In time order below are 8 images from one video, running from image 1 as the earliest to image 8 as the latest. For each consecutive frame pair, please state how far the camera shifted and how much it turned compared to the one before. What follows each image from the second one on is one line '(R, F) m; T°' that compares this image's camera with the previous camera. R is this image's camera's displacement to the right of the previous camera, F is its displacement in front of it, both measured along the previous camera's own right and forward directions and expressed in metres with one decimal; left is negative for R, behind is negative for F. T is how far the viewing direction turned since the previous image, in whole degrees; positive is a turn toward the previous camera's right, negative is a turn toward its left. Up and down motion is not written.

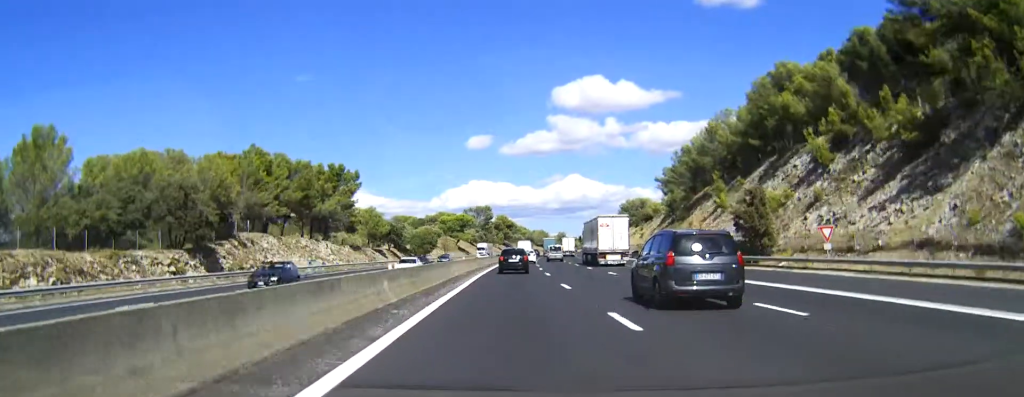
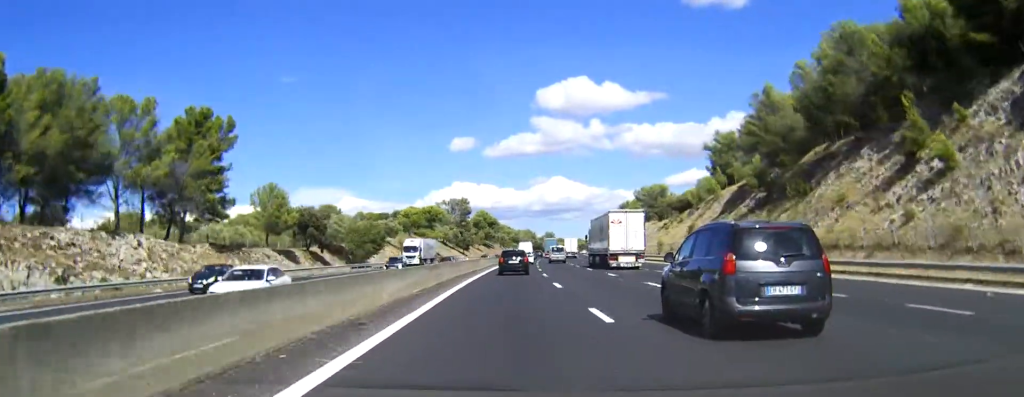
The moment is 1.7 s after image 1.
(+0.7, +52.3) m; +1°
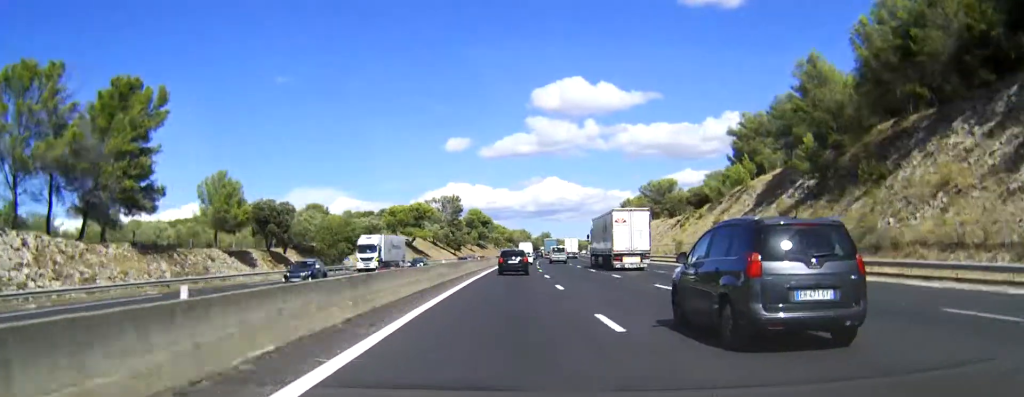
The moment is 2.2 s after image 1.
(+0.1, +14.9) m; 0°
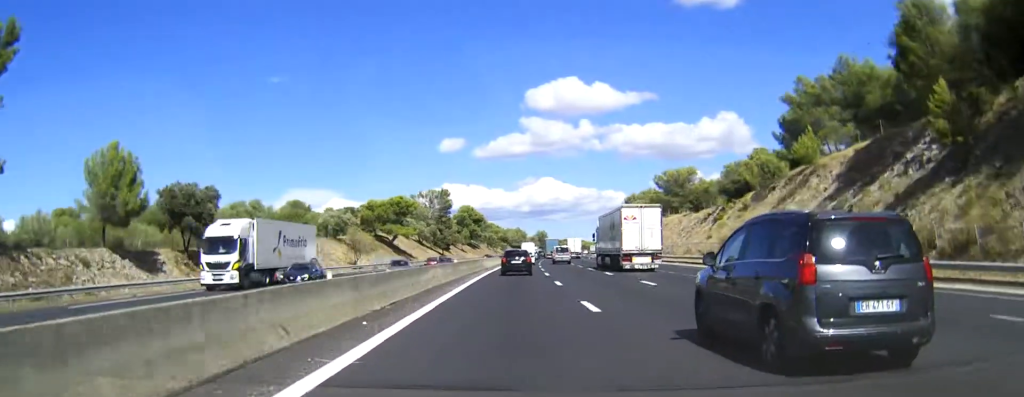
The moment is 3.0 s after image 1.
(+0.2, +21.8) m; +1°
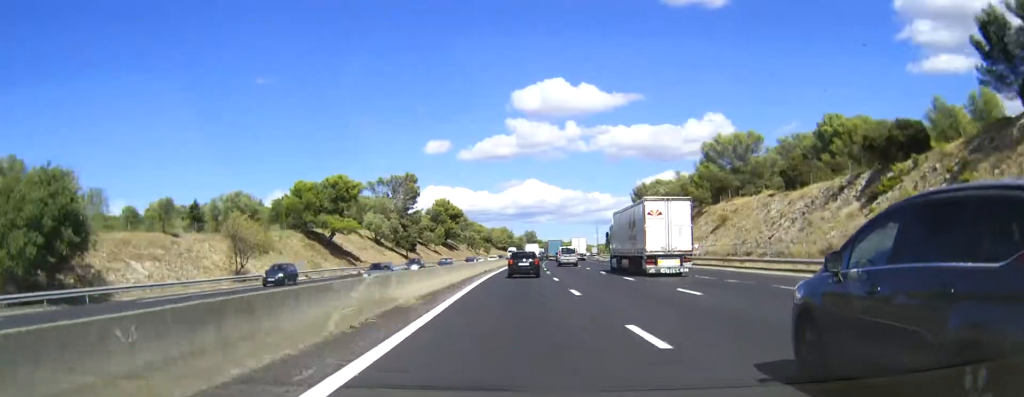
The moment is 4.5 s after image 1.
(+0.3, +44.5) m; +1°
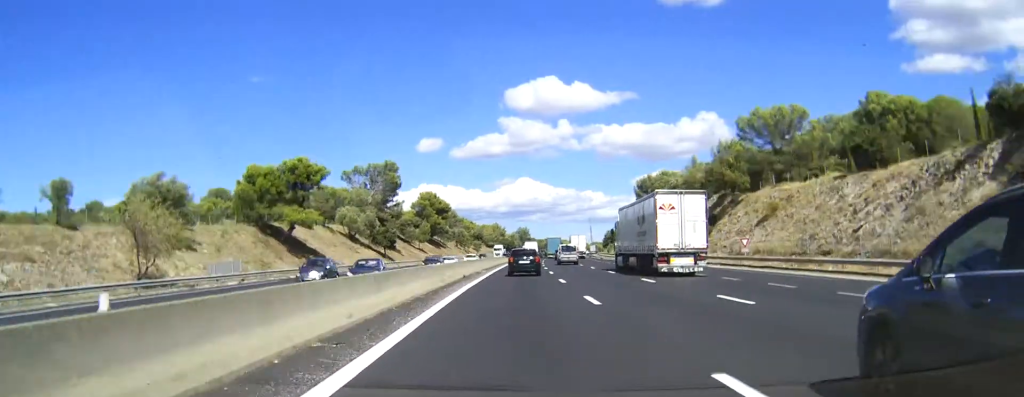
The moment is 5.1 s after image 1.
(+0.1, +17.9) m; +1°
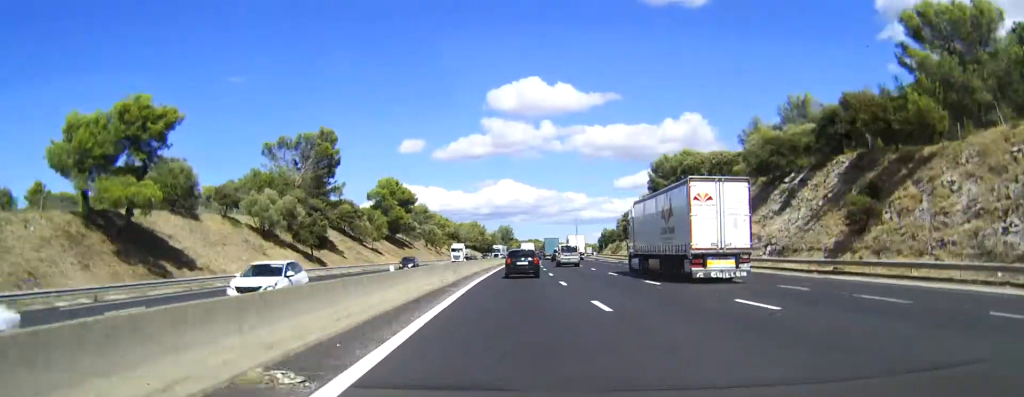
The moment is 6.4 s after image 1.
(+0.5, +39.9) m; +1°
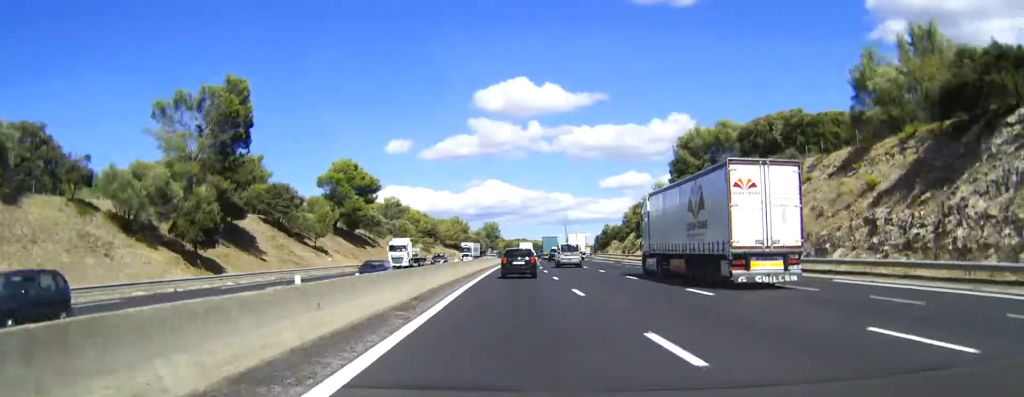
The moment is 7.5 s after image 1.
(+0.2, +33.2) m; +1°
